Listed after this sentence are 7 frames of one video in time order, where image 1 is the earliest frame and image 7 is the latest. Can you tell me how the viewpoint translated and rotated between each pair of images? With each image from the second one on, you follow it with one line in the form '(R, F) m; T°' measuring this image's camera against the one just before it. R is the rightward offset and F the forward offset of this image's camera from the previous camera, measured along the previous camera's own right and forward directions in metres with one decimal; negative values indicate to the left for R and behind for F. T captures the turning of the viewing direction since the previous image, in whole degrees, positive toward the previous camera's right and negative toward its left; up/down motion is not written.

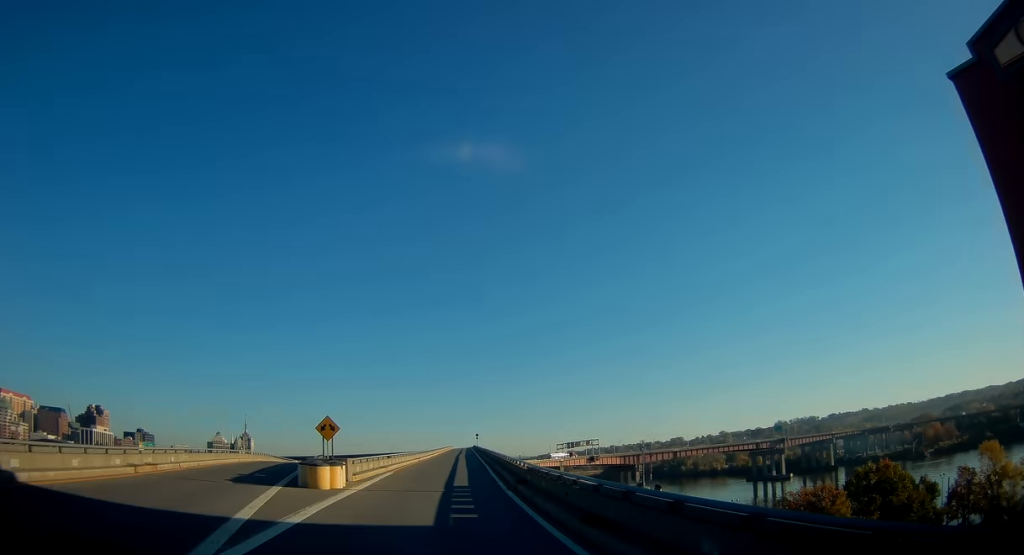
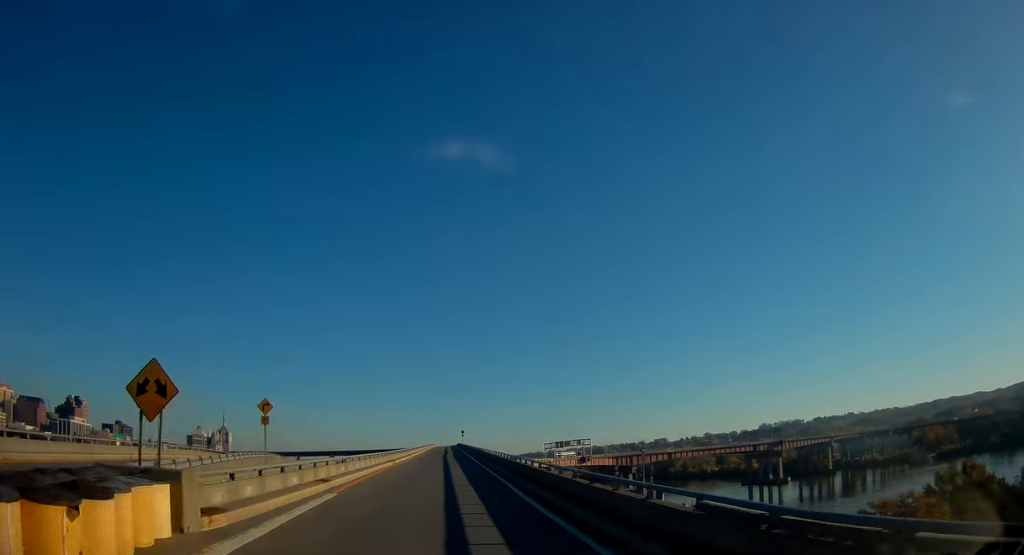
(+0.3, +18.5) m; +2°
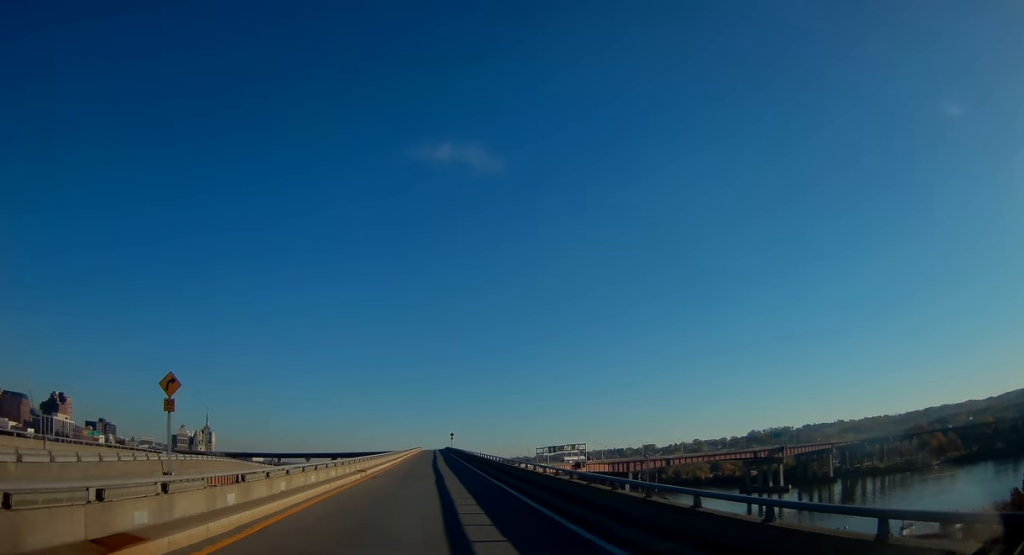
(+0.2, +15.5) m; +1°
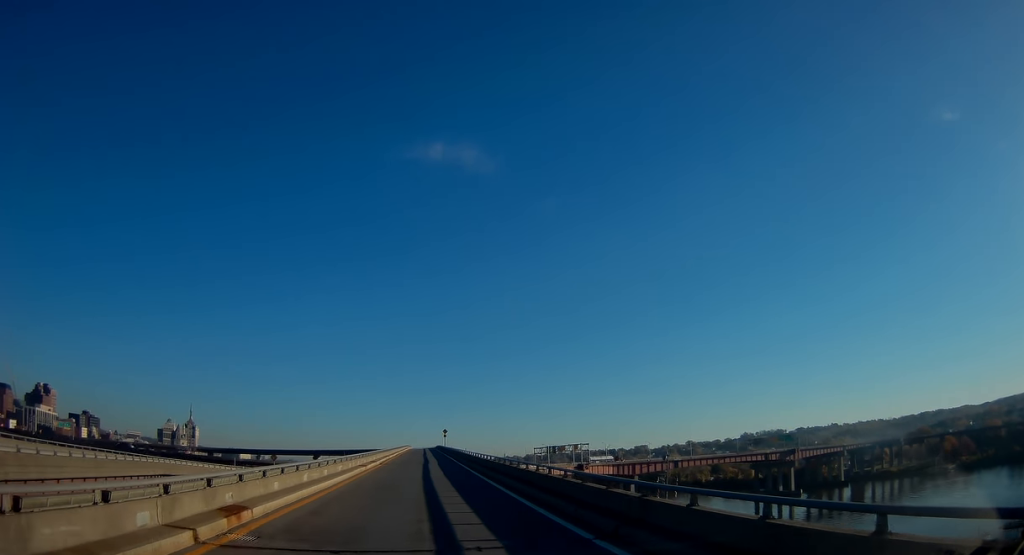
(+0.3, +22.9) m; +1°
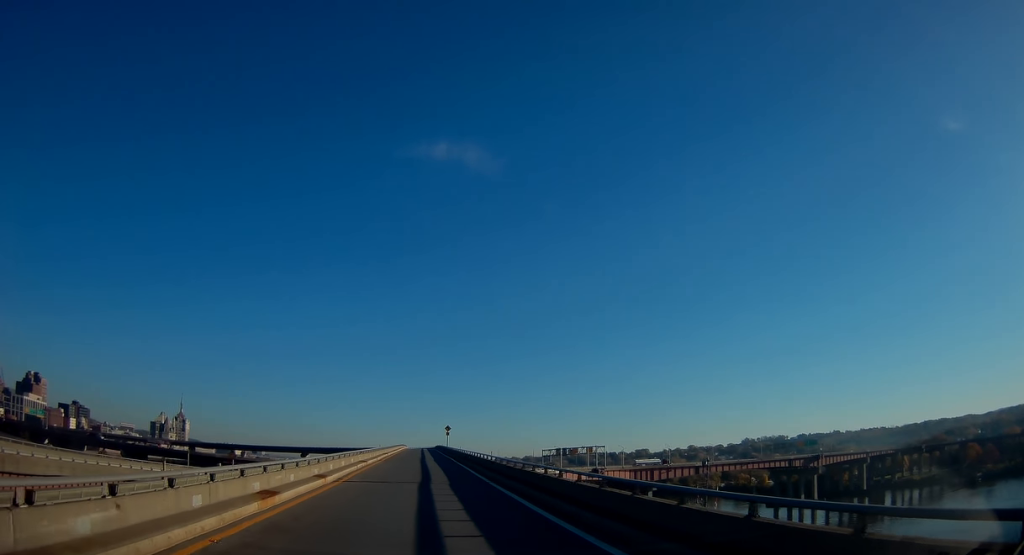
(+0.3, +25.0) m; +1°
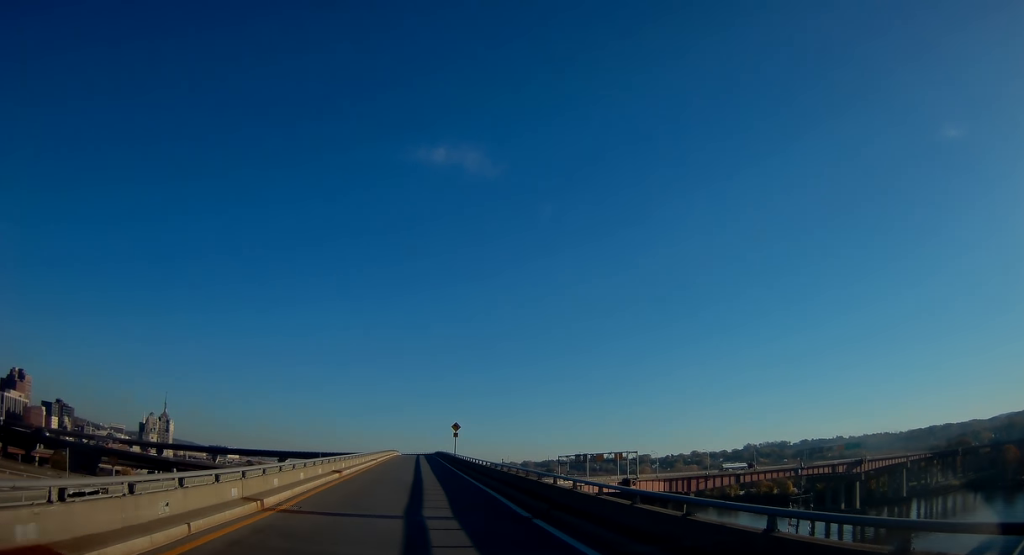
(0.0, +38.3) m; 0°
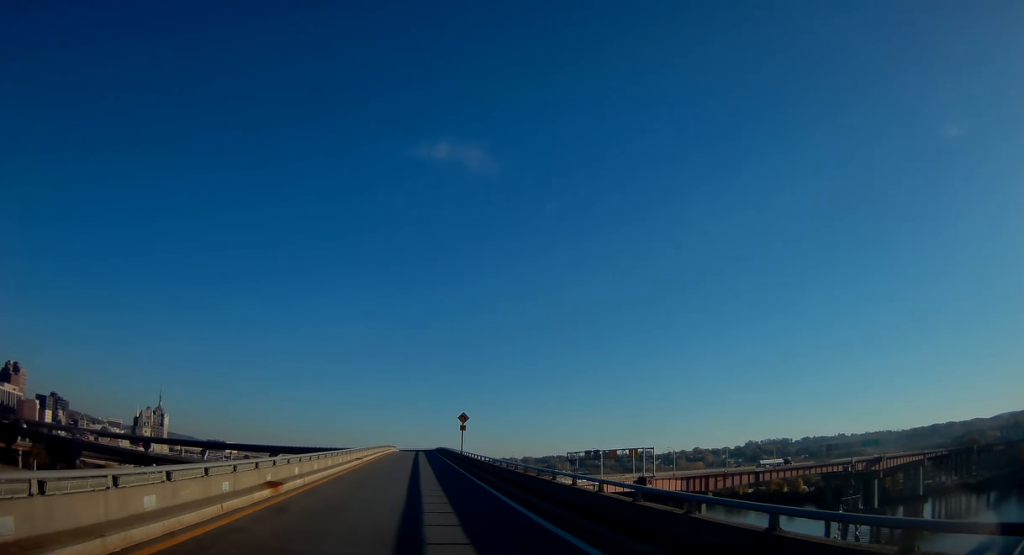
(0.0, +14.1) m; 0°
